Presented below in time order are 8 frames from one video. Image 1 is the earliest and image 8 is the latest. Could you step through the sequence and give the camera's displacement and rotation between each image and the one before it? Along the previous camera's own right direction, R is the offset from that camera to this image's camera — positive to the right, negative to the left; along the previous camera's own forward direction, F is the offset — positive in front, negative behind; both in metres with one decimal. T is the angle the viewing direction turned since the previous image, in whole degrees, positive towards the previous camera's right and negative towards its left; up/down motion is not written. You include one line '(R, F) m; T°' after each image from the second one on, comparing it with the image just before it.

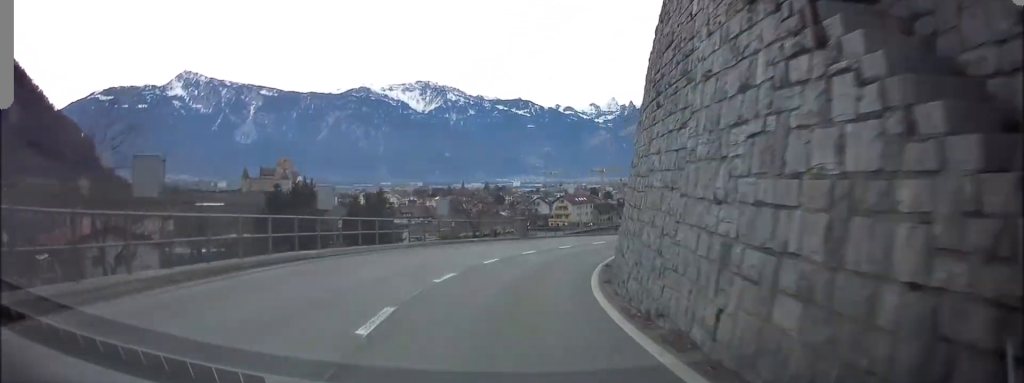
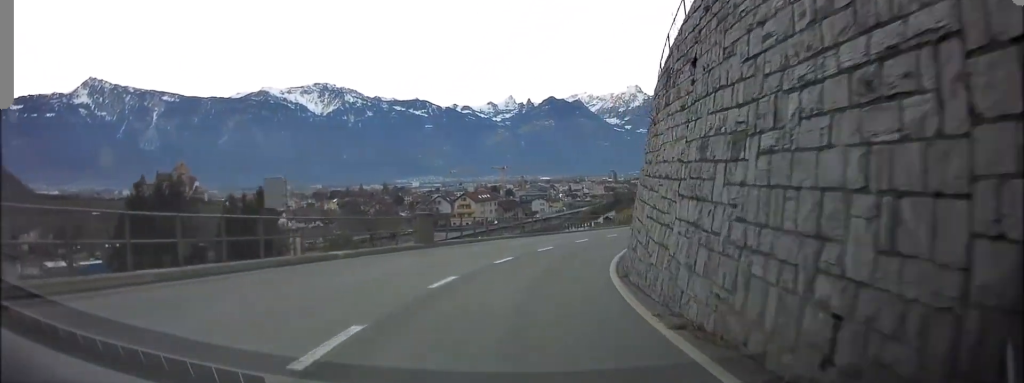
(-0.4, +14.5) m; +2°
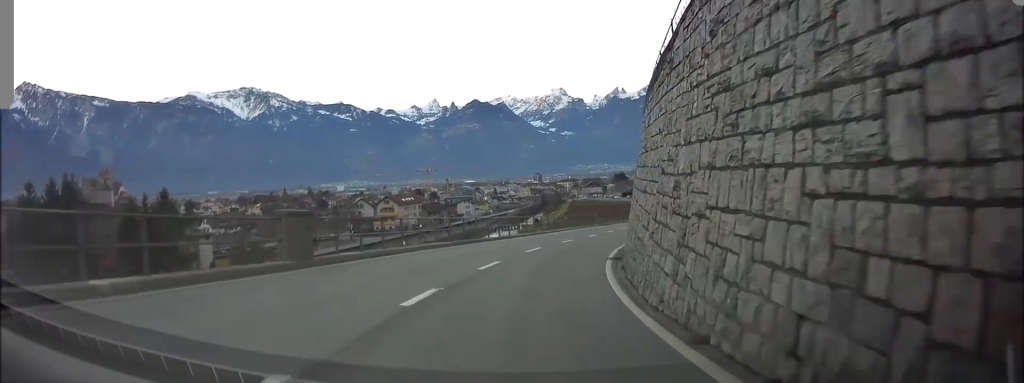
(+0.3, +8.6) m; +9°
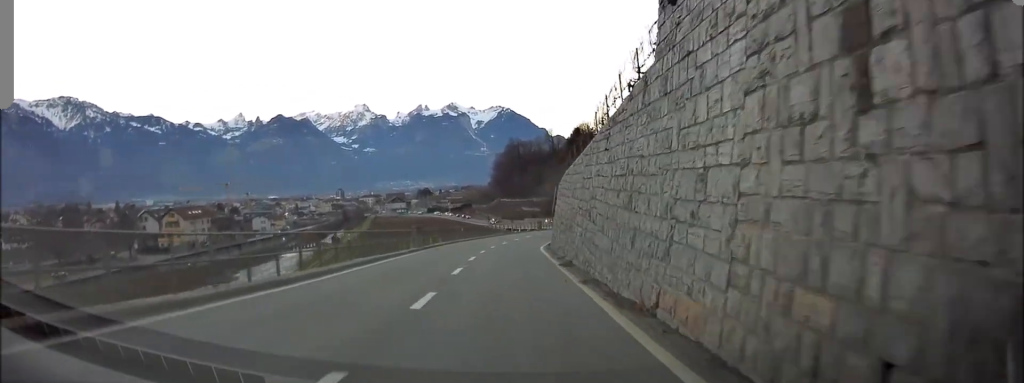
(+6.4, +22.1) m; +27°
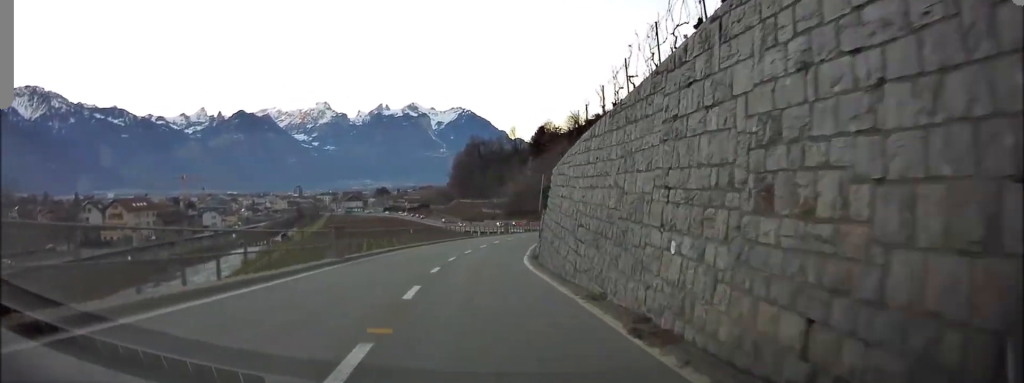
(0.0, +11.3) m; -4°
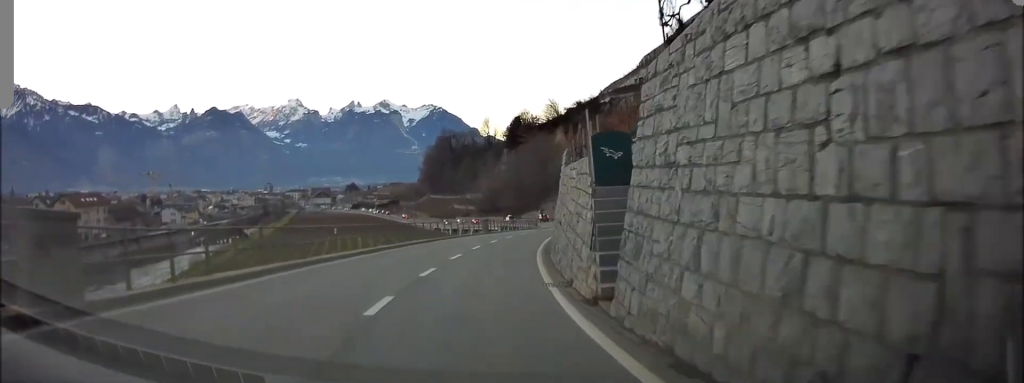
(-1.0, +14.1) m; -2°
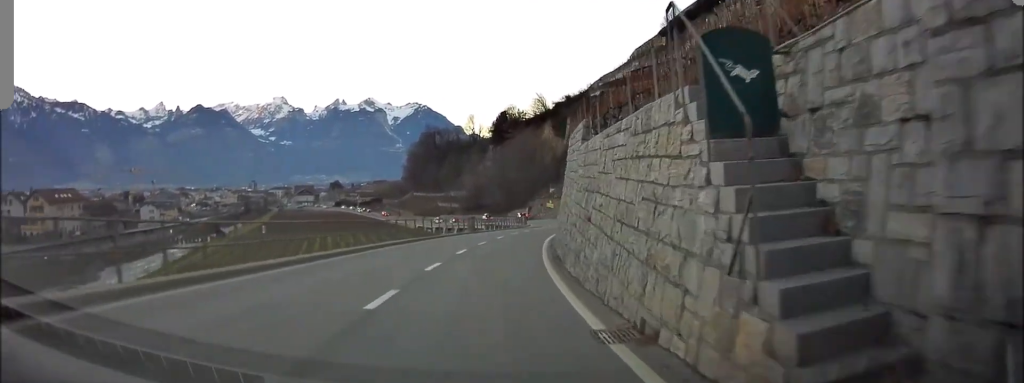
(-0.1, +5.8) m; +1°
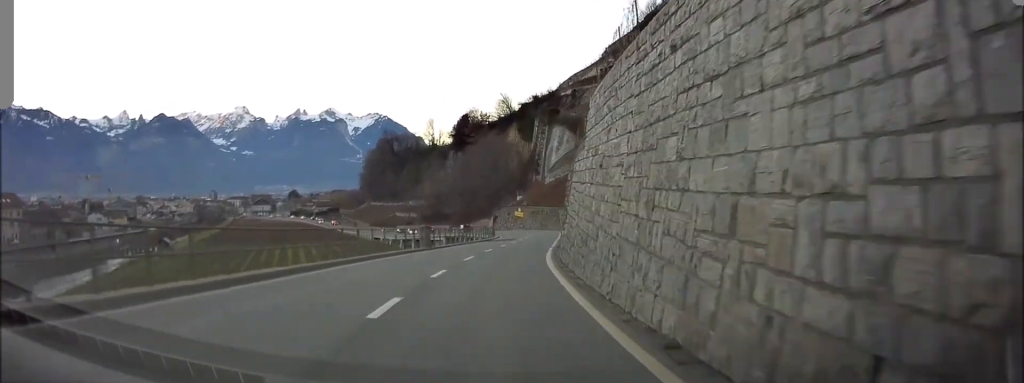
(+0.5, +12.6) m; +5°
